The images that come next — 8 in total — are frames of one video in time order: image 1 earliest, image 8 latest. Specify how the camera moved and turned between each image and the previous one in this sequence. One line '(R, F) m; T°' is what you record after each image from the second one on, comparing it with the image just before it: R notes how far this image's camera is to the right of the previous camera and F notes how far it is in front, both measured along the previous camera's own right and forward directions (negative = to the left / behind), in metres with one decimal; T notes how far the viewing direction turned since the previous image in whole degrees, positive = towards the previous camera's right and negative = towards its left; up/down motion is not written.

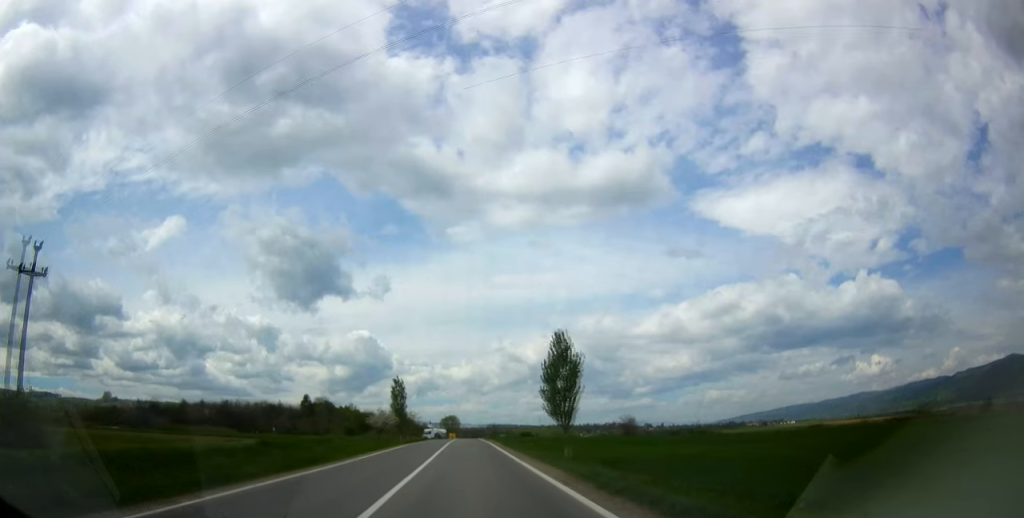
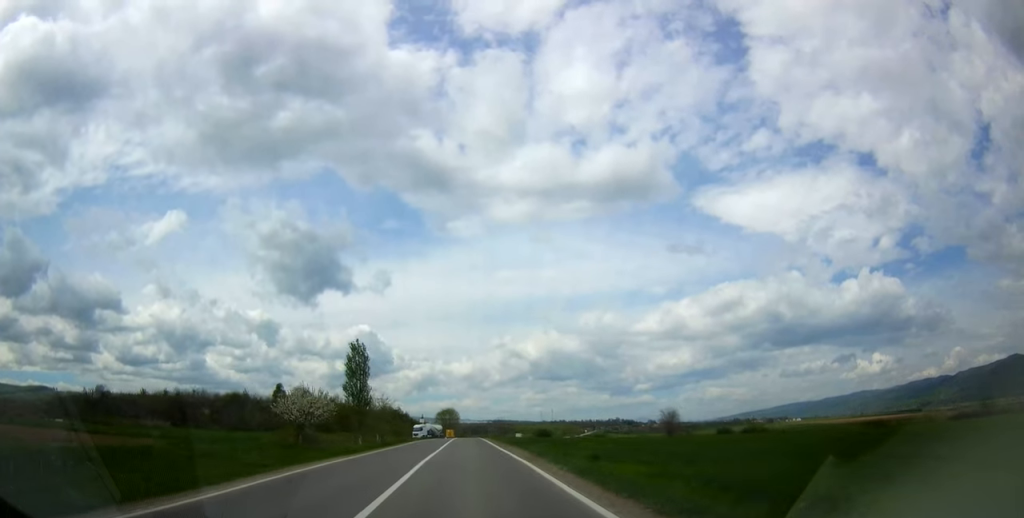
(0.0, +34.0) m; 0°
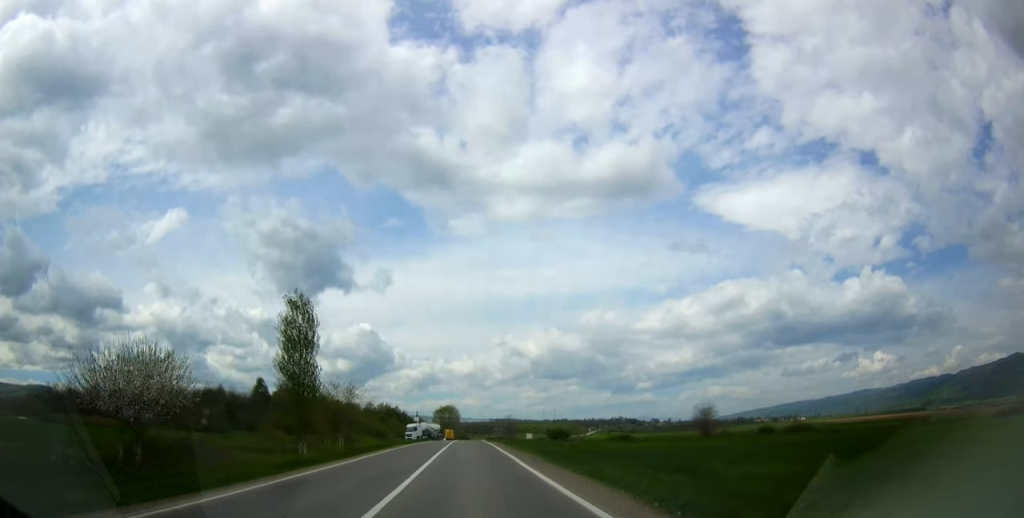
(+0.1, +19.7) m; -1°
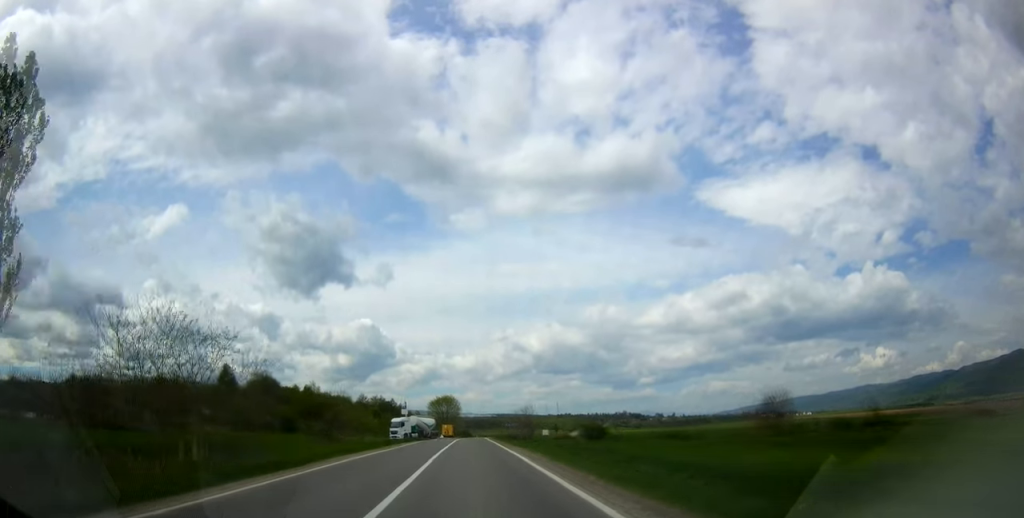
(-0.5, +27.2) m; +1°
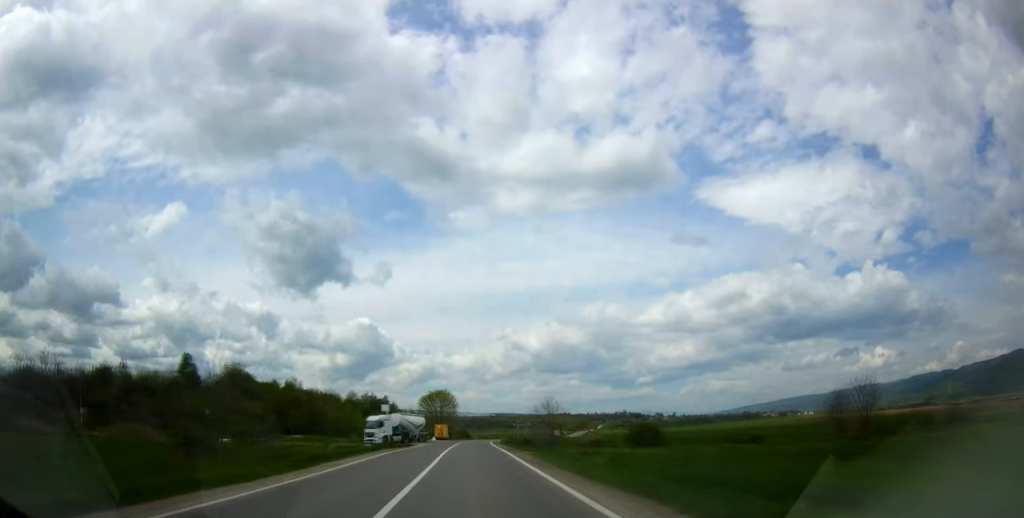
(+0.8, +21.7) m; +1°
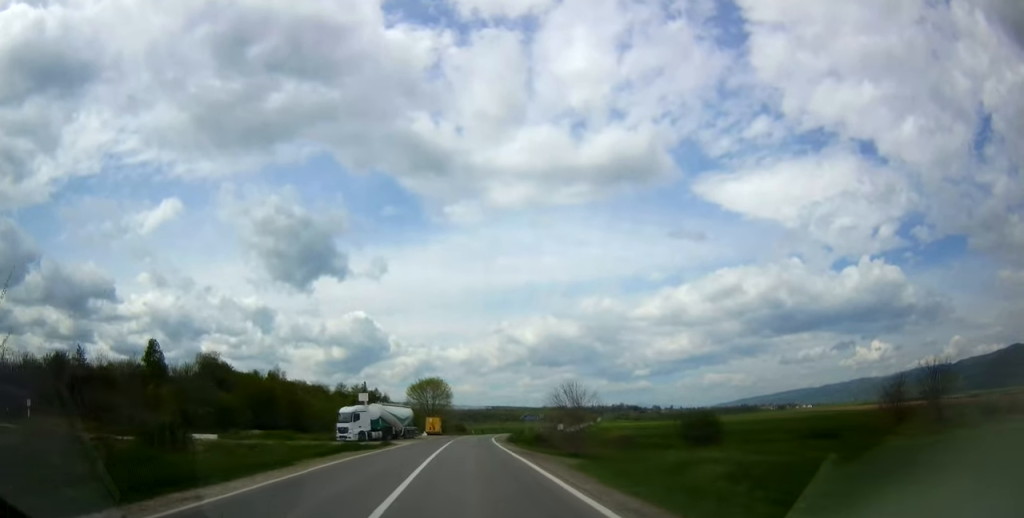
(0.0, +14.1) m; 0°
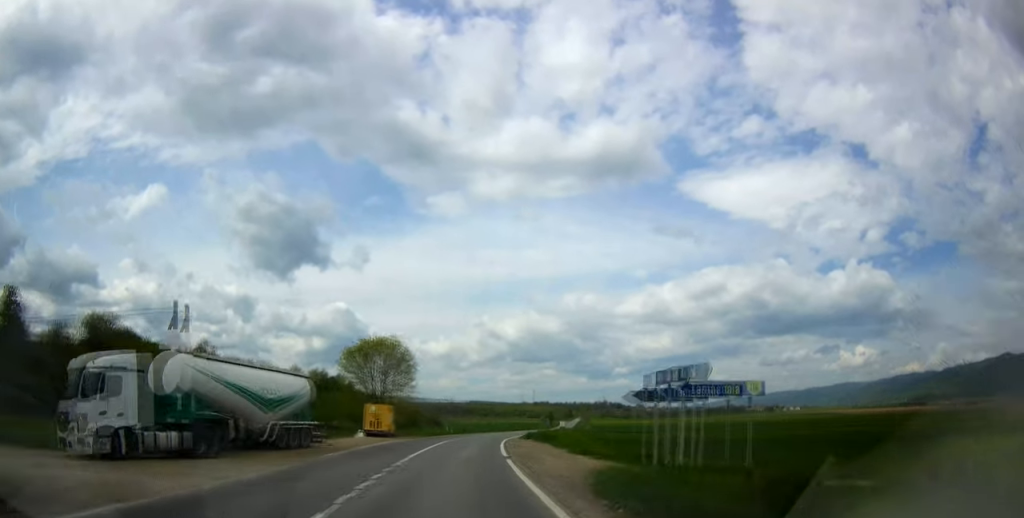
(-0.6, +40.9) m; +1°
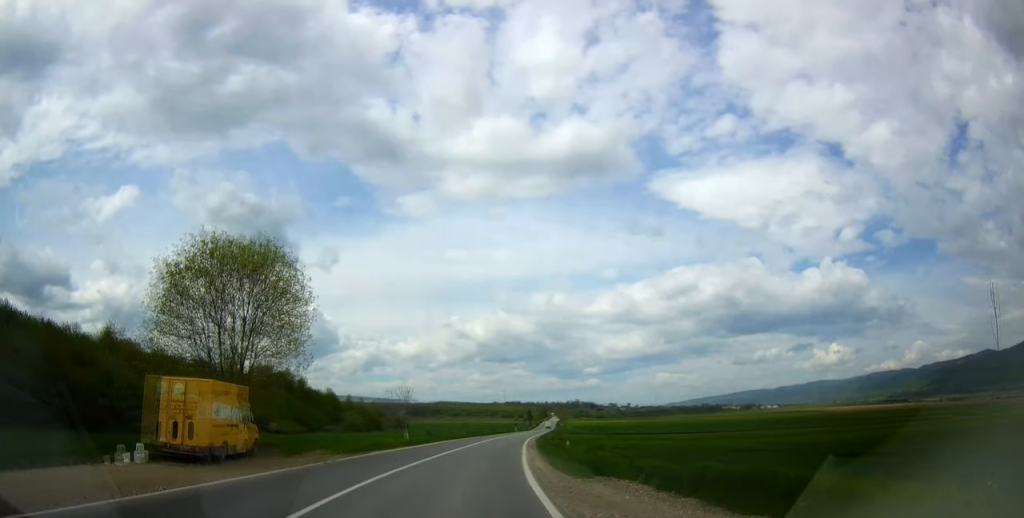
(+0.8, +31.9) m; +2°
